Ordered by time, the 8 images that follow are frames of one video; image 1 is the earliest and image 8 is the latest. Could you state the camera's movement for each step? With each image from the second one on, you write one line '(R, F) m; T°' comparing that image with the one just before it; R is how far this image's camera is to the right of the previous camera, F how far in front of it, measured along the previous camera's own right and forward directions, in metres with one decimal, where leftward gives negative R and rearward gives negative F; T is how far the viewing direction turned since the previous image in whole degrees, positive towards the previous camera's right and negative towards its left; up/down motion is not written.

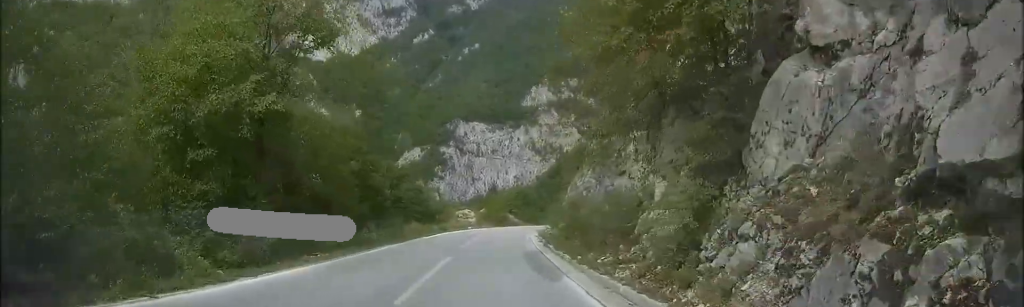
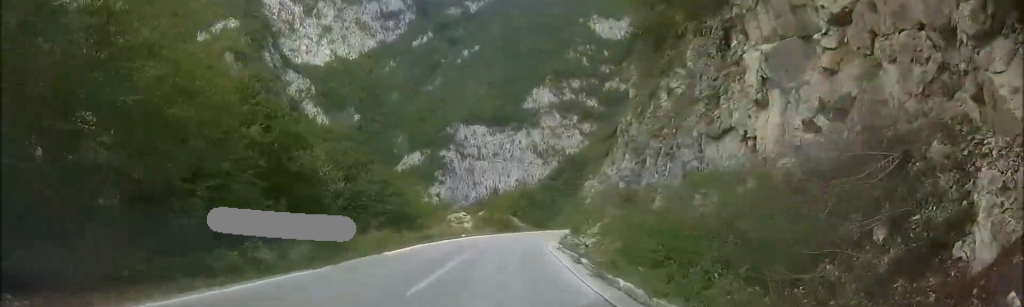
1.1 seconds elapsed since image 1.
(-2.6, +16.1) m; -11°
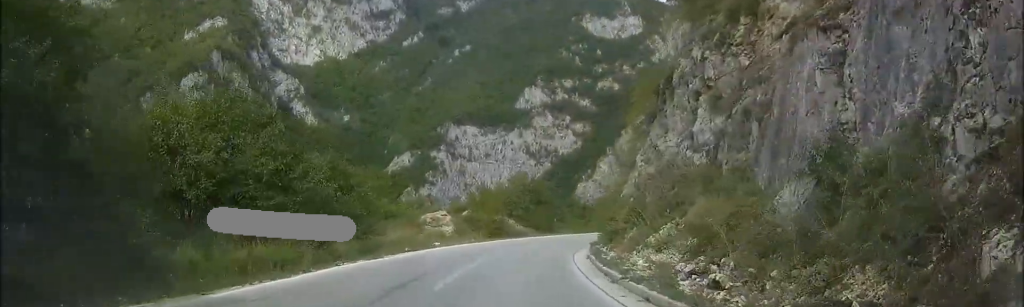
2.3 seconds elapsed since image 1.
(-0.5, +16.2) m; 0°
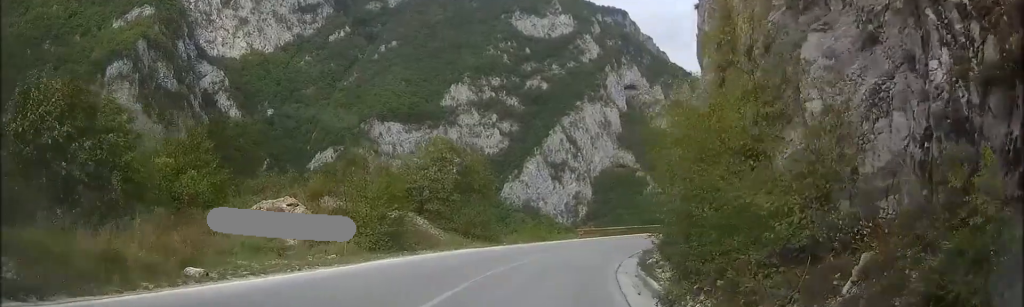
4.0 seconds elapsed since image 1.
(+1.2, +23.1) m; +7°
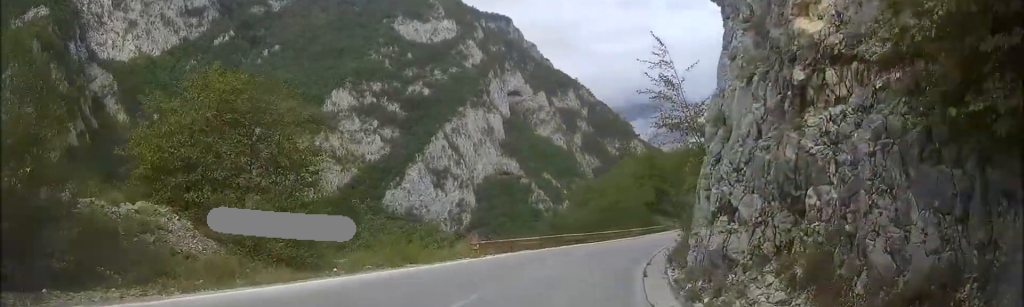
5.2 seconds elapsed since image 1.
(+0.8, +16.8) m; +6°
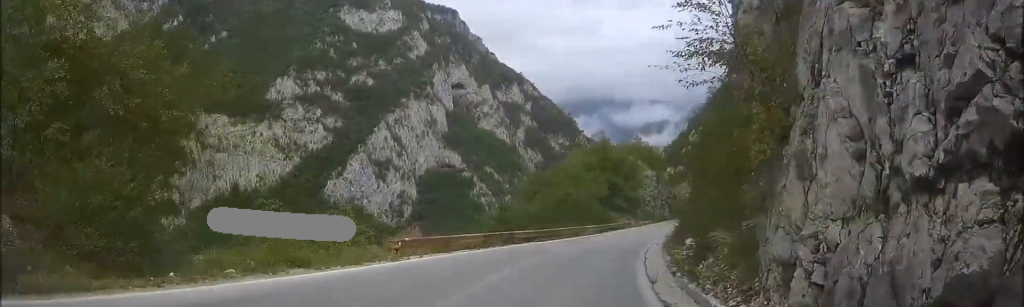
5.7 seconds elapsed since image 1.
(-0.1, +6.9) m; +3°
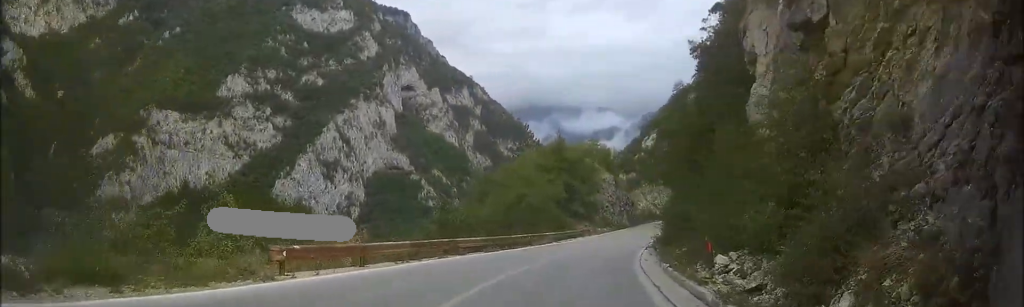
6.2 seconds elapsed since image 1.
(+0.5, +6.9) m; +4°
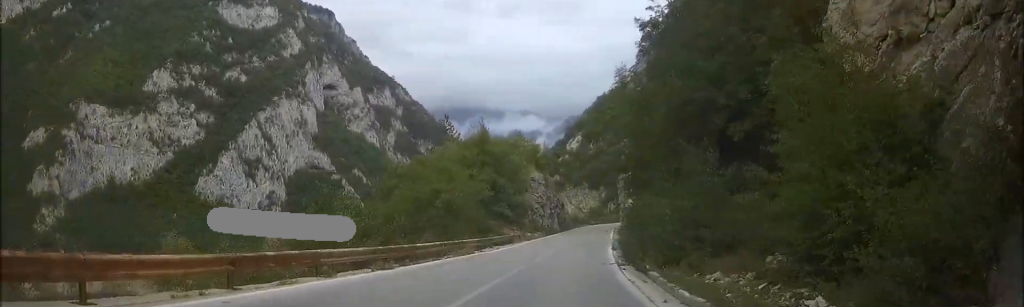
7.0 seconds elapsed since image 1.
(+0.5, +10.0) m; +7°
